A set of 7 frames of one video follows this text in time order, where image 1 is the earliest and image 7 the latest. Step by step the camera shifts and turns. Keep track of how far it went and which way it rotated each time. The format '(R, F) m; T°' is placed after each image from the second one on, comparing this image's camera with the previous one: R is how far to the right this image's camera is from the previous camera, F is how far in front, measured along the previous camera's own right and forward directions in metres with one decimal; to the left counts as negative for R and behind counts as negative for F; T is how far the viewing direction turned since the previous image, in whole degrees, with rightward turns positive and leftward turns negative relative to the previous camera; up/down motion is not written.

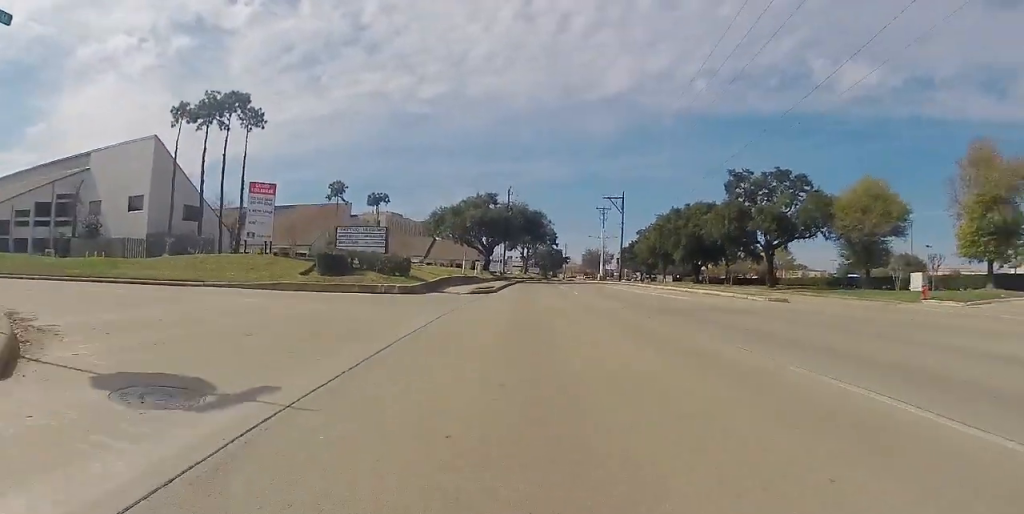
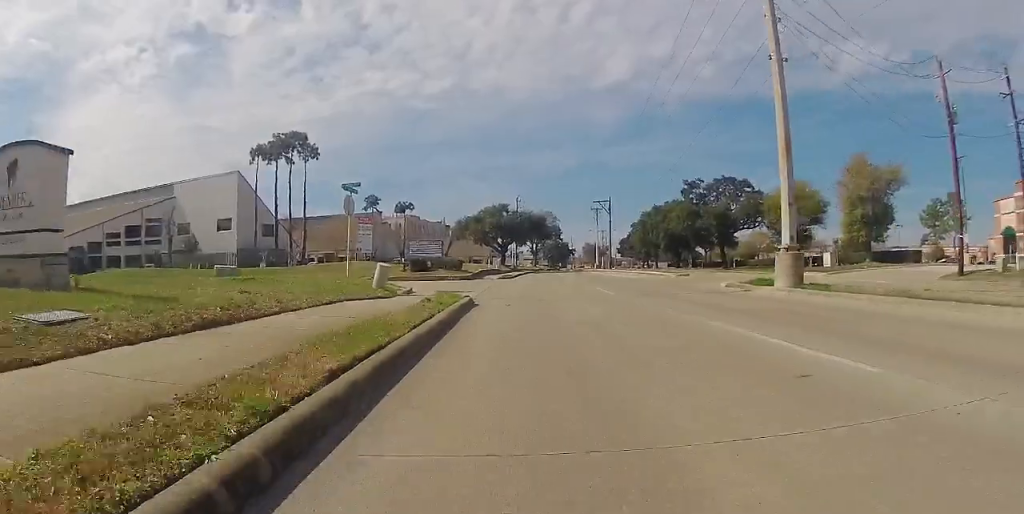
(+0.5, +15.3) m; +2°
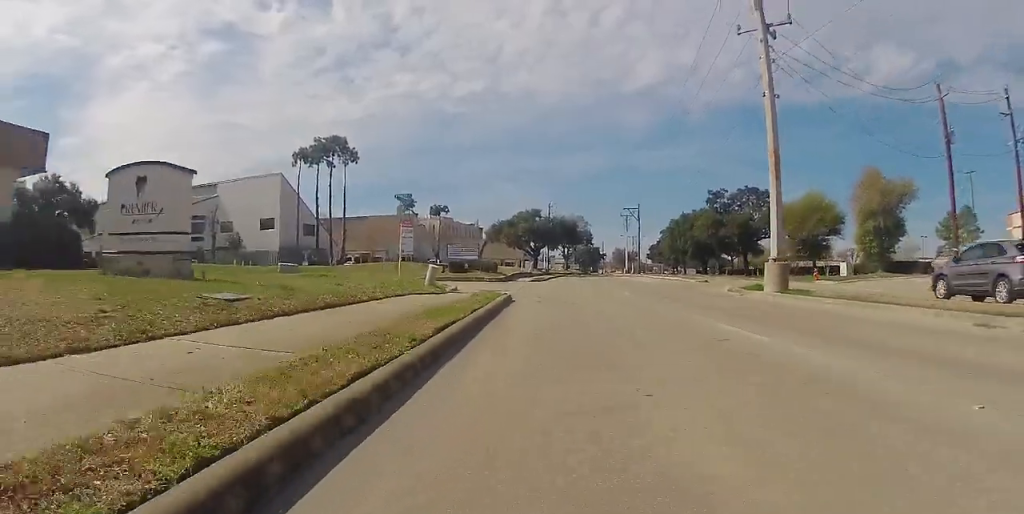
(-0.1, +2.9) m; -1°
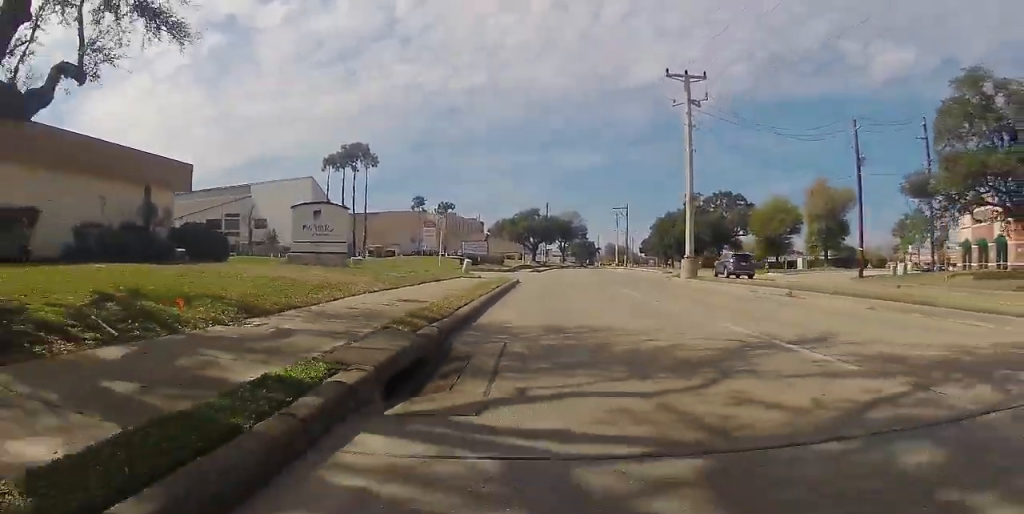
(-0.1, +9.9) m; -1°
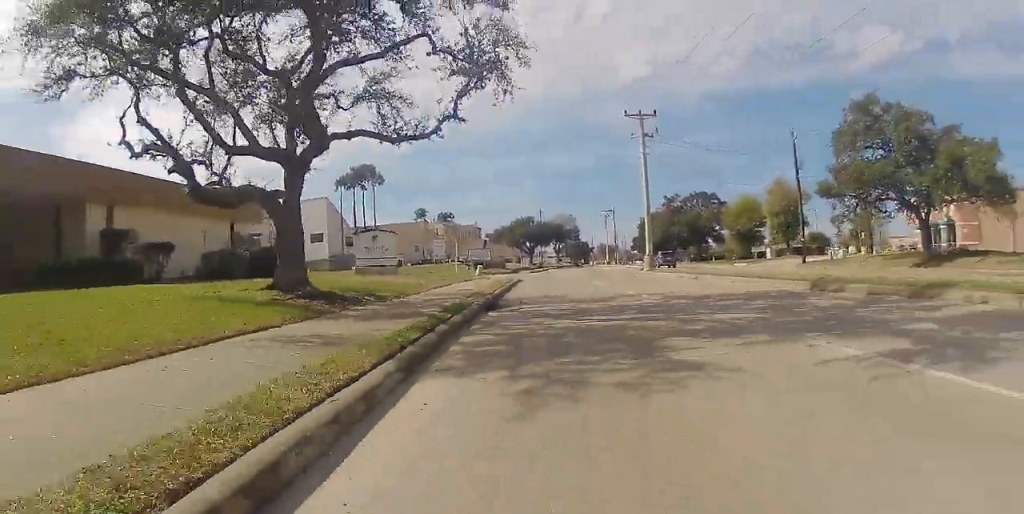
(0.0, +8.3) m; -1°
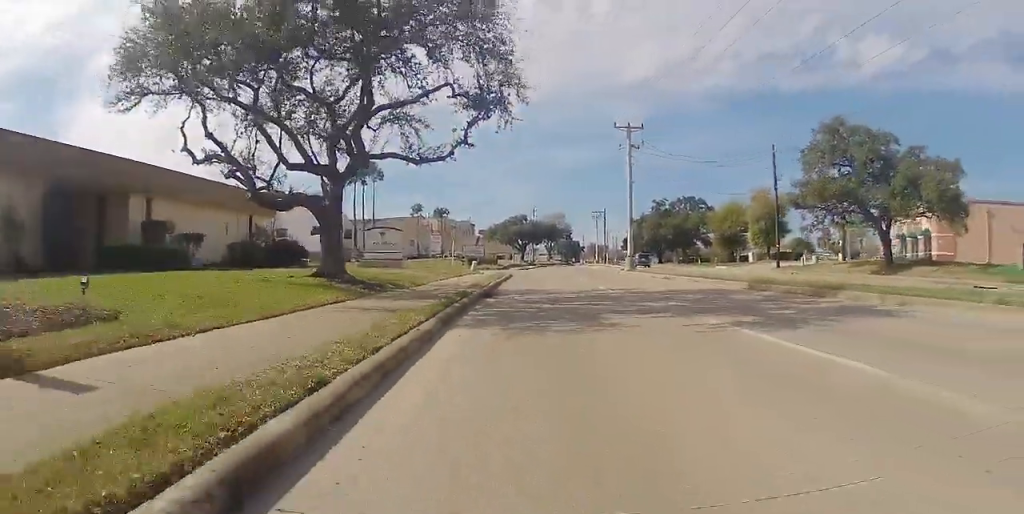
(+0.1, +3.3) m; -1°
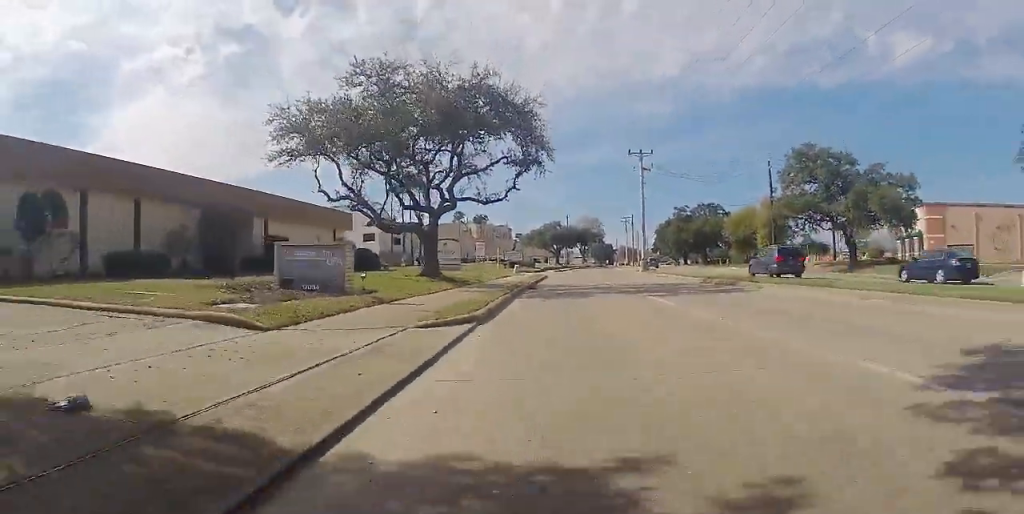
(-0.2, +8.2) m; -1°
